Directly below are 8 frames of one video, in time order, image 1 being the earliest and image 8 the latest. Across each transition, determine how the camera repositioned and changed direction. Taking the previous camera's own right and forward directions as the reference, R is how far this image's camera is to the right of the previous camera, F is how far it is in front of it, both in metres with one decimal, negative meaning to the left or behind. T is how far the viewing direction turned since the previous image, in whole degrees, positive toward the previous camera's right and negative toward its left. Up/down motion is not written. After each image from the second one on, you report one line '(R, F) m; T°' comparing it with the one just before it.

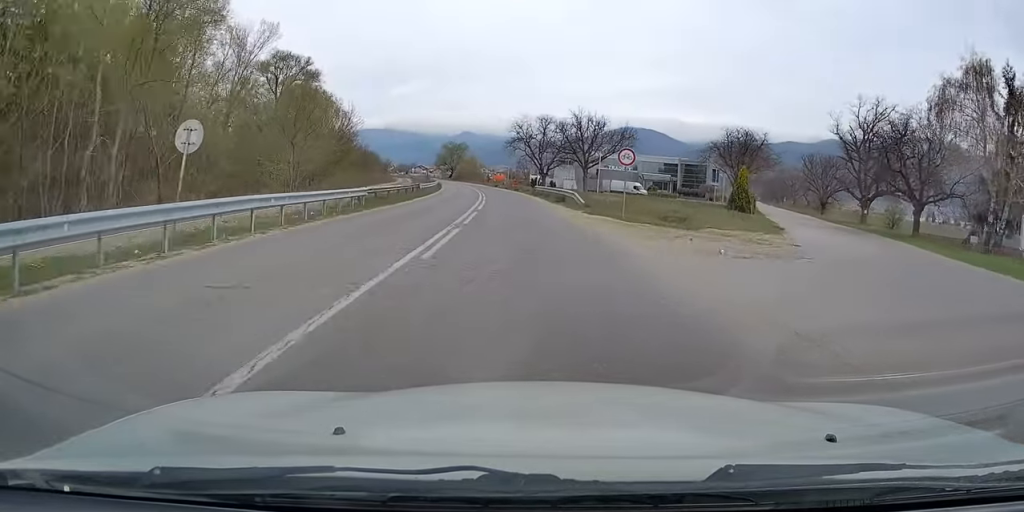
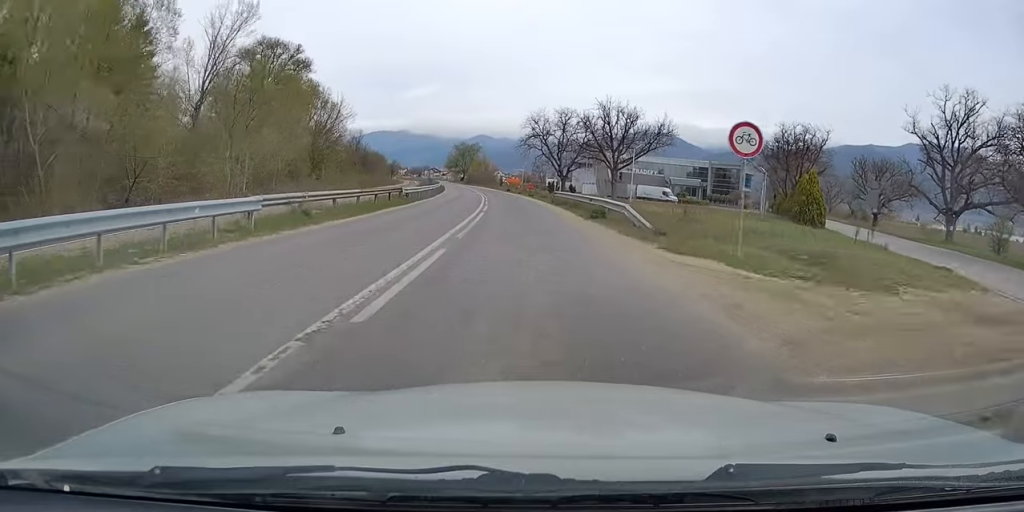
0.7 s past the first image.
(0.0, +12.4) m; -1°
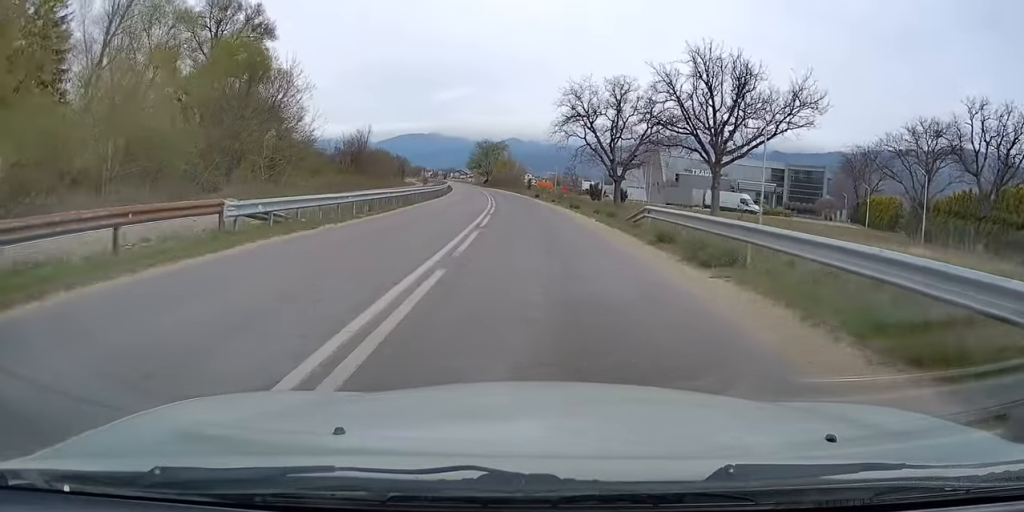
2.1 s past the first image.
(-0.7, +25.5) m; -3°
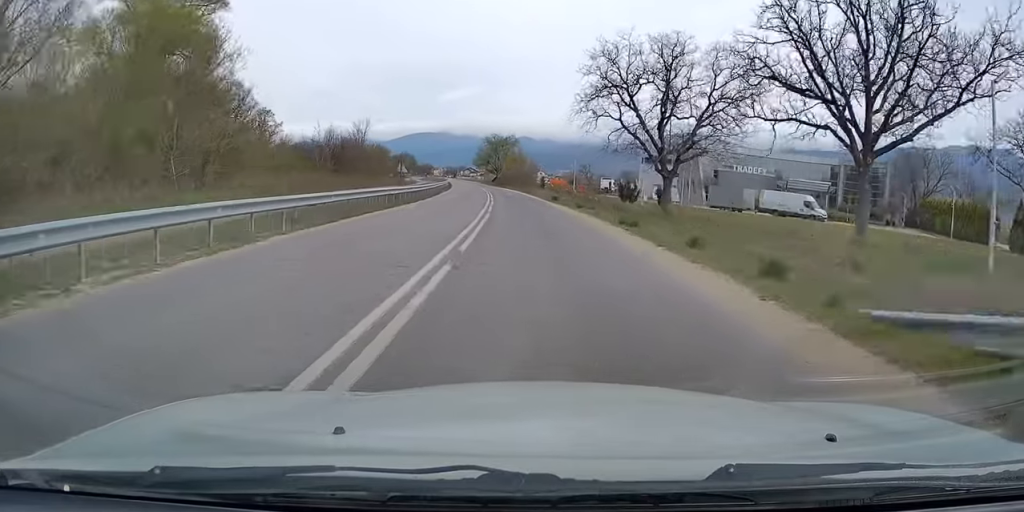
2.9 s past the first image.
(-0.2, +15.4) m; -1°
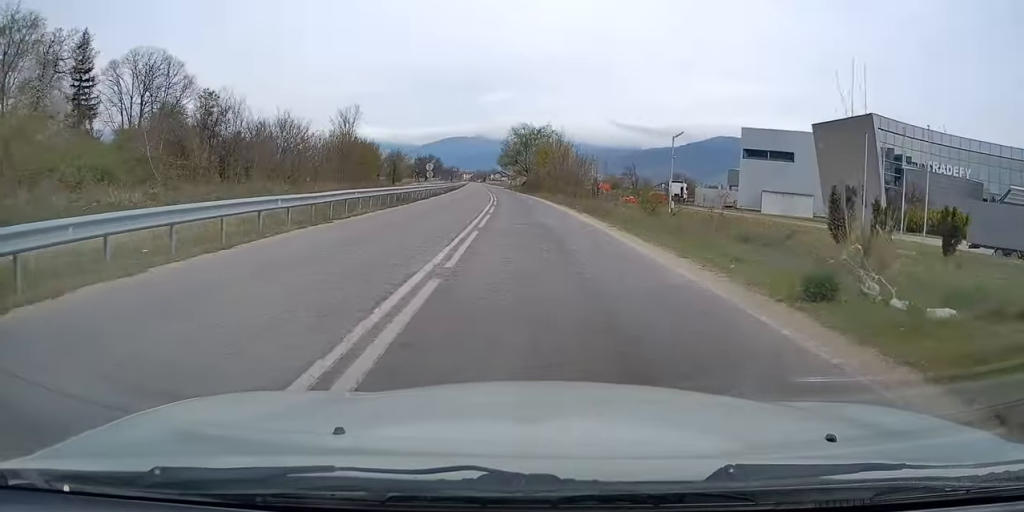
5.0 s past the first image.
(-0.8, +39.6) m; -2°
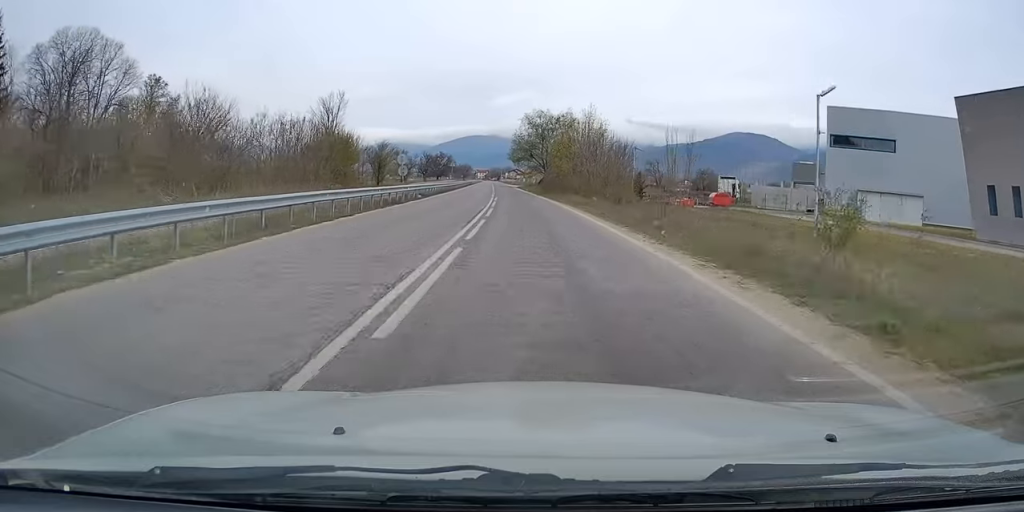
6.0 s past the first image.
(-0.3, +19.7) m; -1°
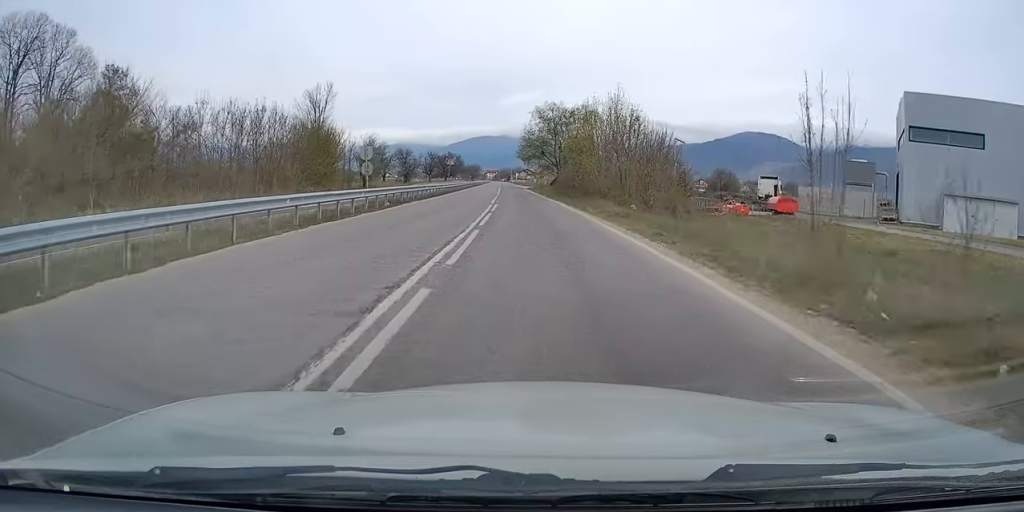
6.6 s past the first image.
(-0.1, +11.7) m; -1°
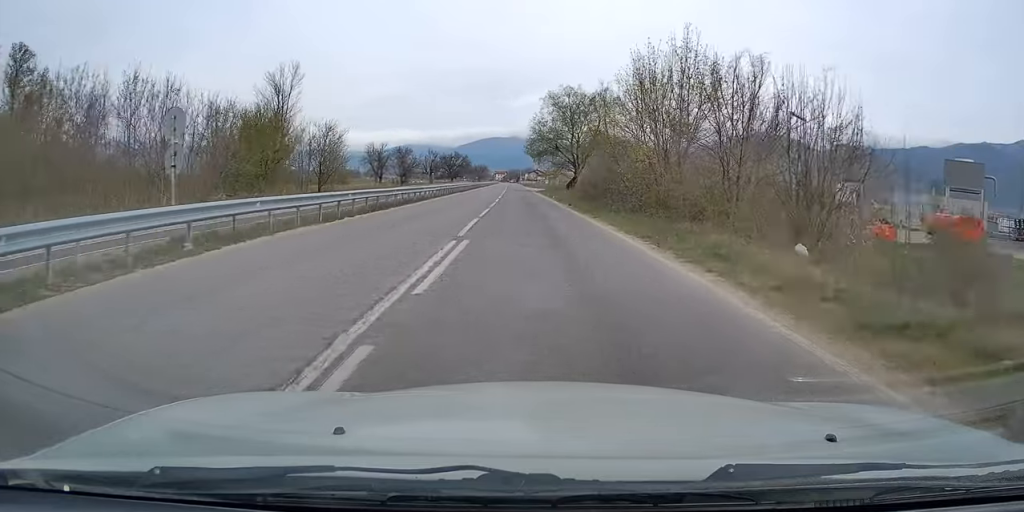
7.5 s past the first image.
(0.0, +18.3) m; -1°
